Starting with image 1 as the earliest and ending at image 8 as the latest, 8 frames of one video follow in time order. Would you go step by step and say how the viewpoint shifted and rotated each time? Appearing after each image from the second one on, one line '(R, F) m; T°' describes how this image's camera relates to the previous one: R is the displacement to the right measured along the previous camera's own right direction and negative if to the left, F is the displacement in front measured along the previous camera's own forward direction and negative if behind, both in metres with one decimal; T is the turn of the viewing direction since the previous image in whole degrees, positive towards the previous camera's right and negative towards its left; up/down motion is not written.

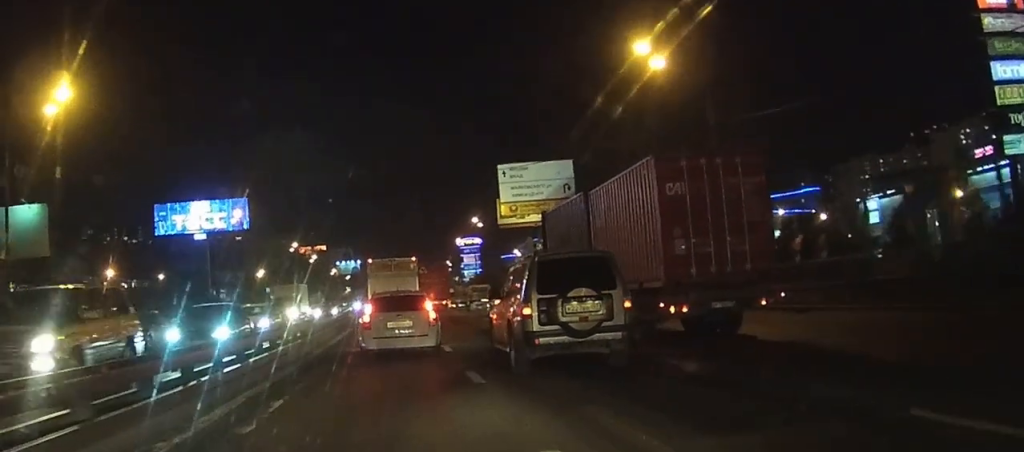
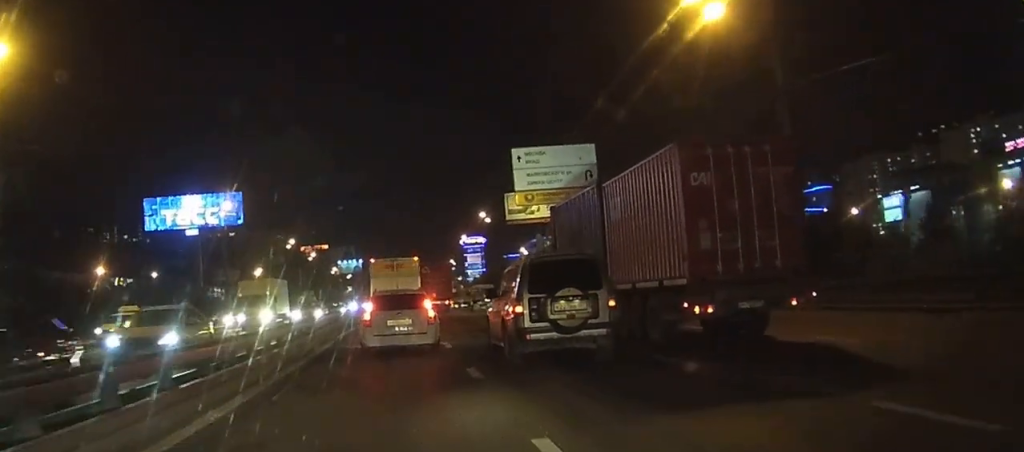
(0.0, +7.0) m; 0°
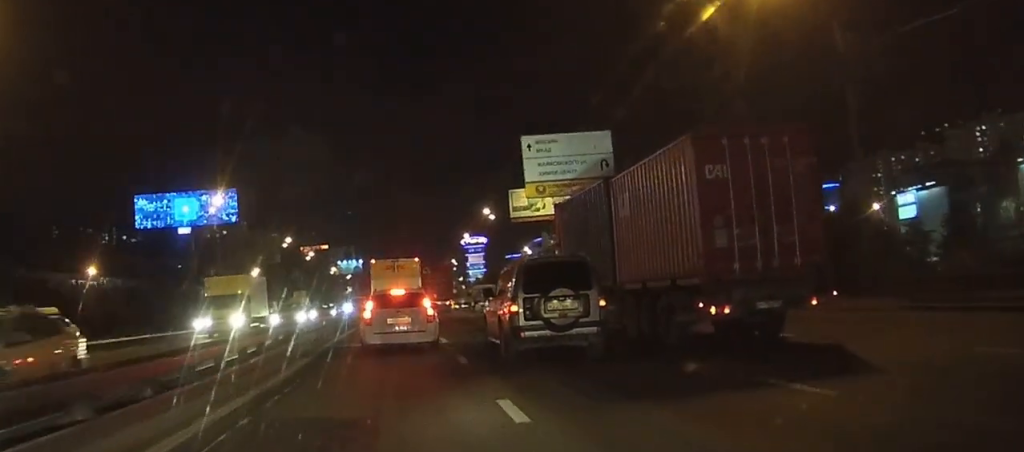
(0.0, +4.8) m; +1°
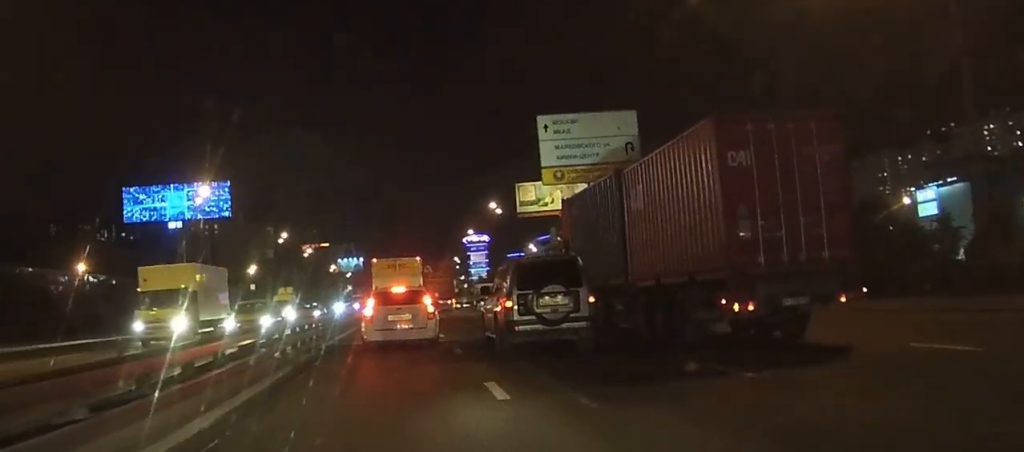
(0.0, +6.1) m; +1°
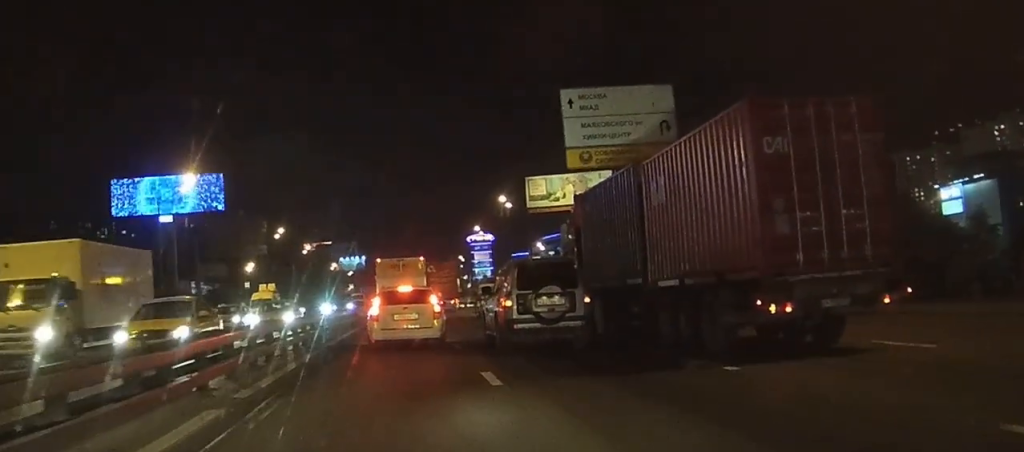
(+0.1, +6.5) m; 0°
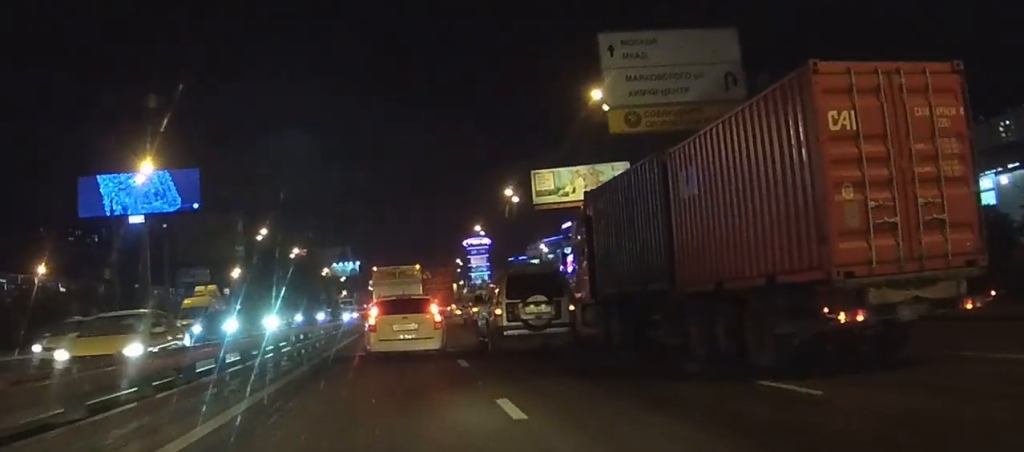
(-0.1, +10.2) m; -1°
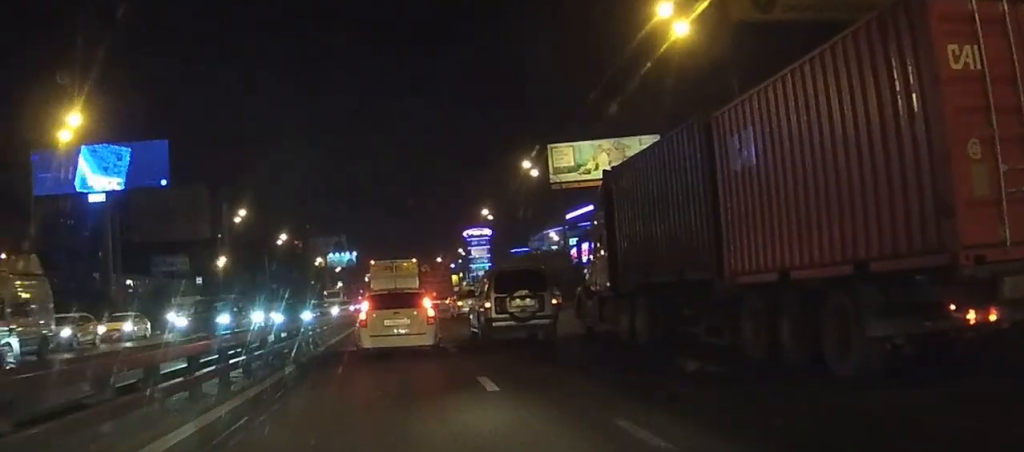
(-0.3, +13.2) m; -3°
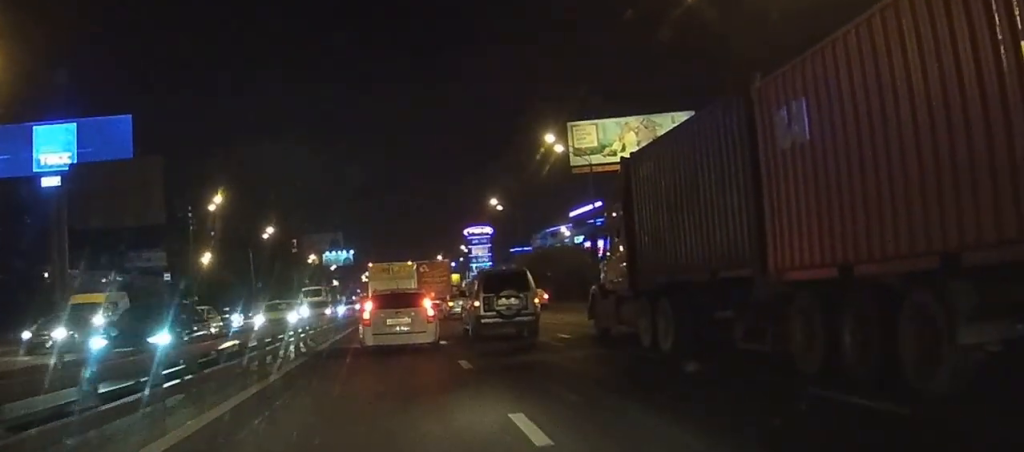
(-0.2, +12.2) m; +1°
